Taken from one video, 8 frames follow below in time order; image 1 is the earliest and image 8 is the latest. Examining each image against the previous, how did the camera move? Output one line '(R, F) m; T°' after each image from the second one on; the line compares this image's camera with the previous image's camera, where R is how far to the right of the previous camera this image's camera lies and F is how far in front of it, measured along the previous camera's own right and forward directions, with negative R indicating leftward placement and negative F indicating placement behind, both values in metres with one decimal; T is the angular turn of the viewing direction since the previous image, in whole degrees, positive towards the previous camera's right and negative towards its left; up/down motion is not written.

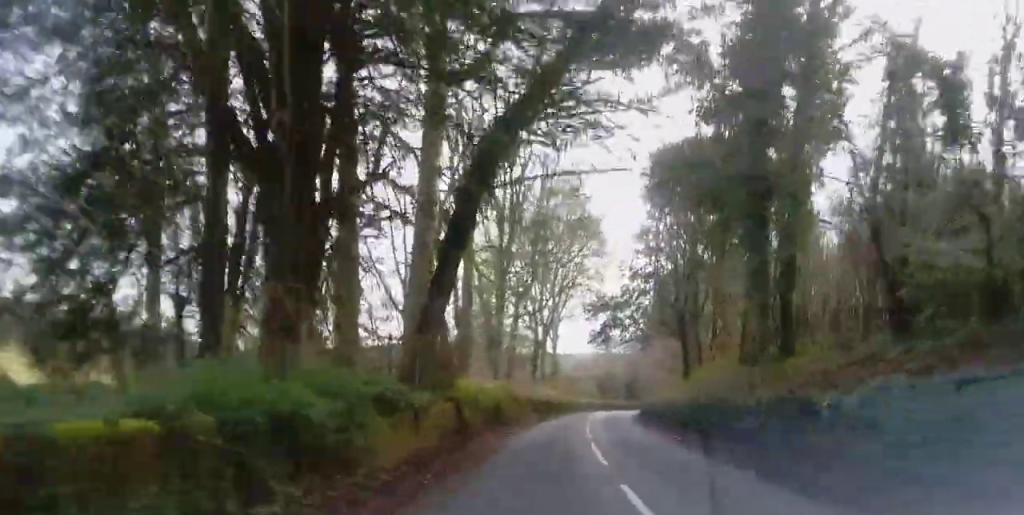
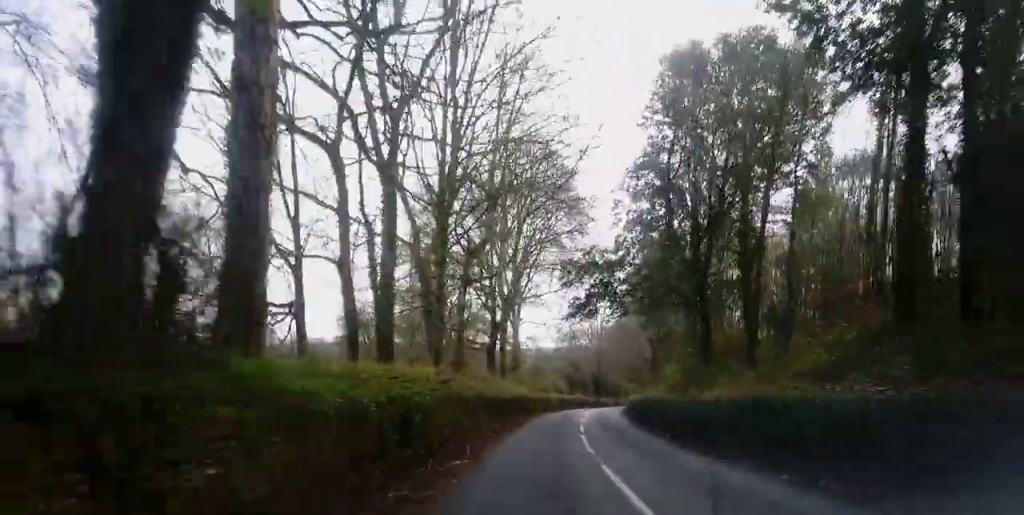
(+0.3, +13.8) m; +3°
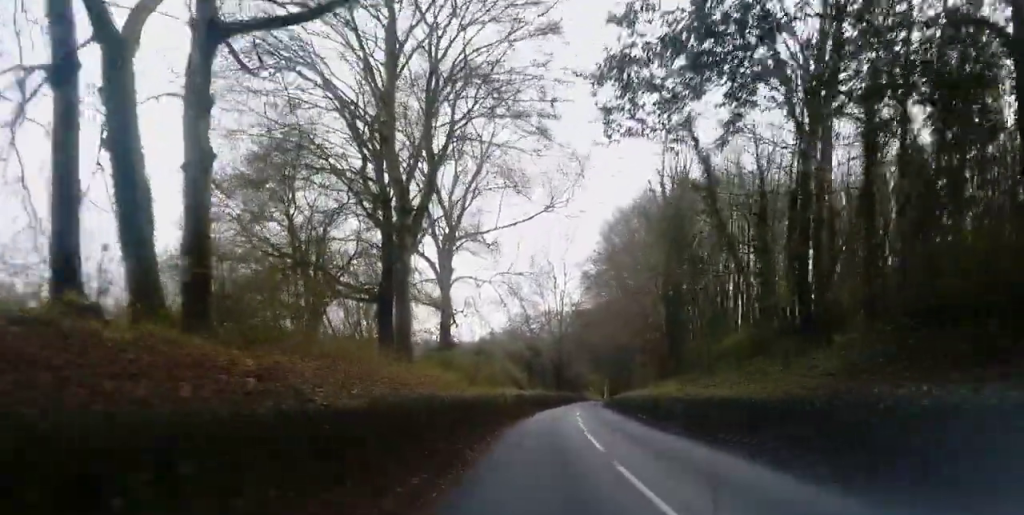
(+1.6, +25.9) m; +7°
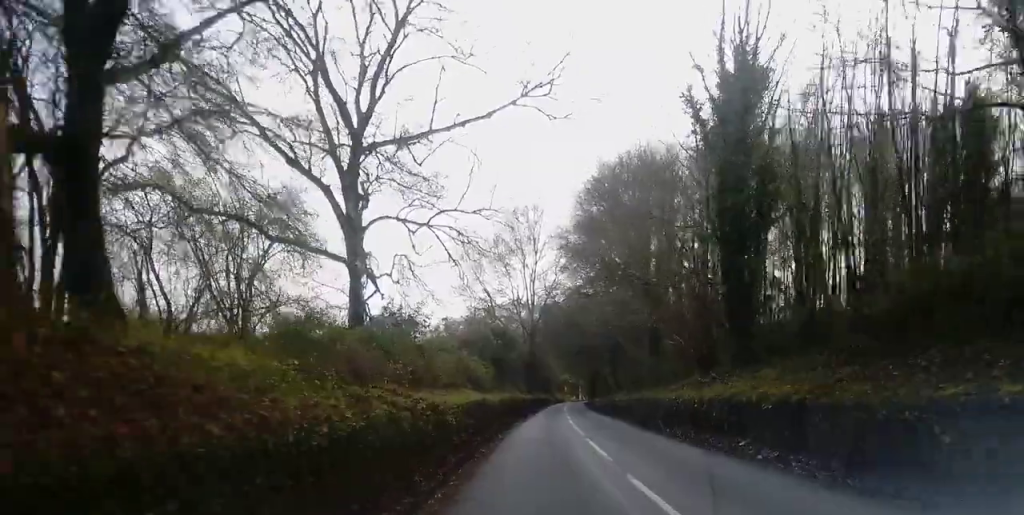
(+0.5, +18.1) m; +2°
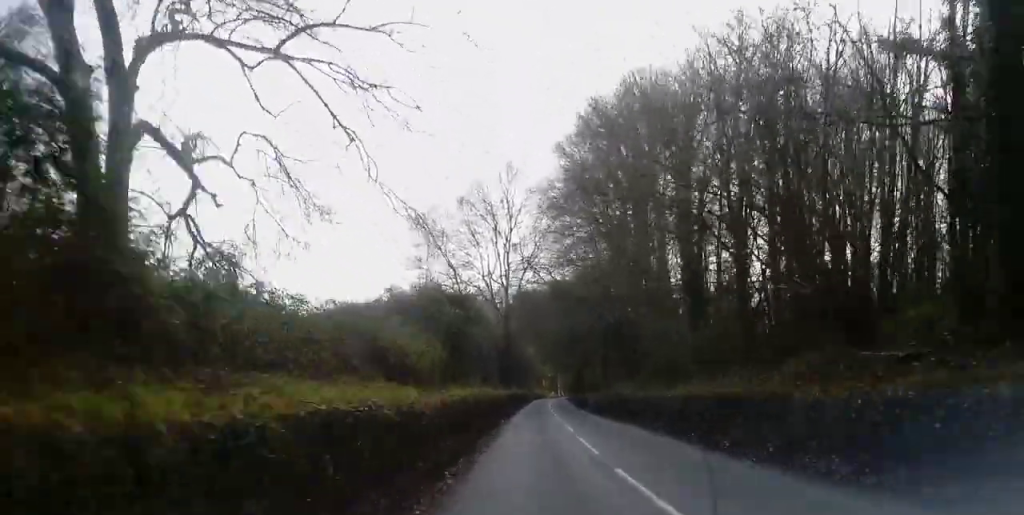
(+0.1, +16.8) m; +1°
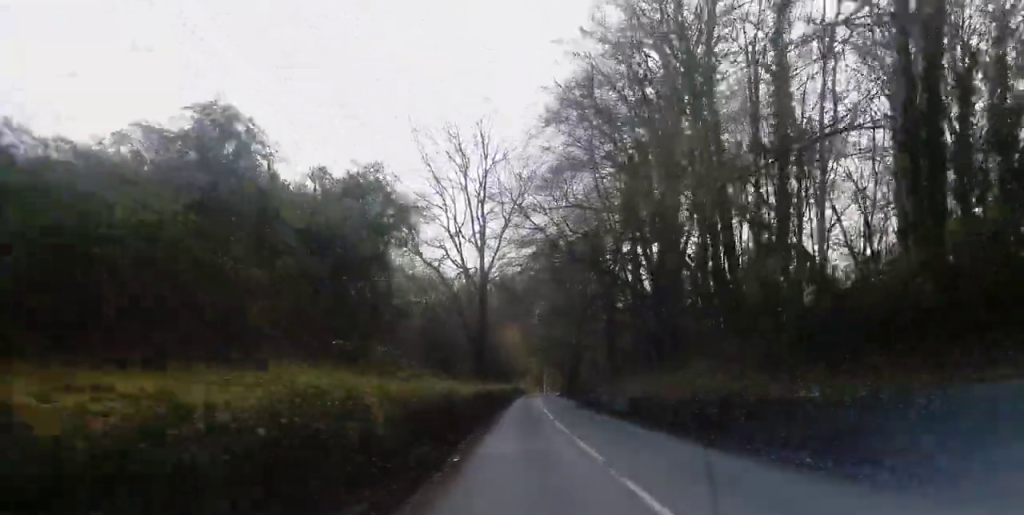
(+0.2, +19.0) m; +1°
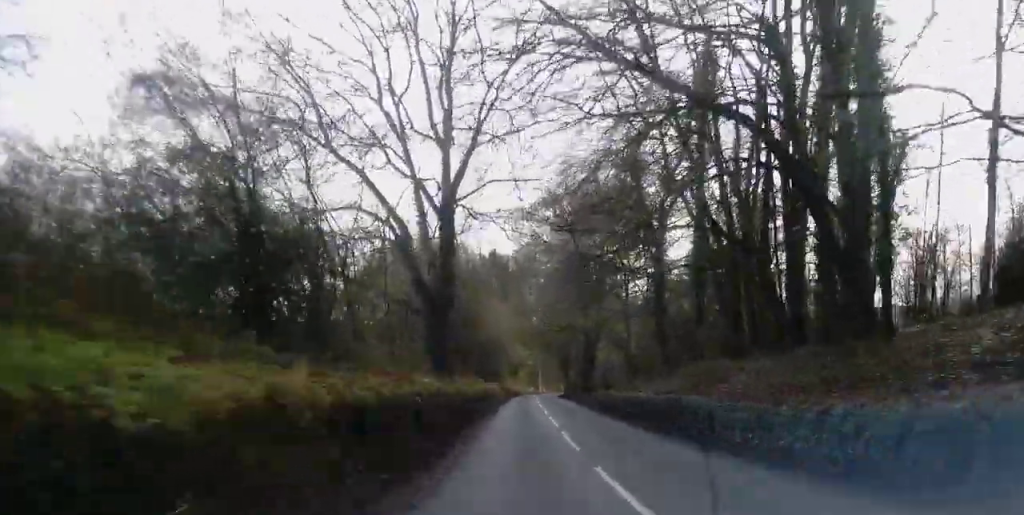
(0.0, +24.4) m; 0°
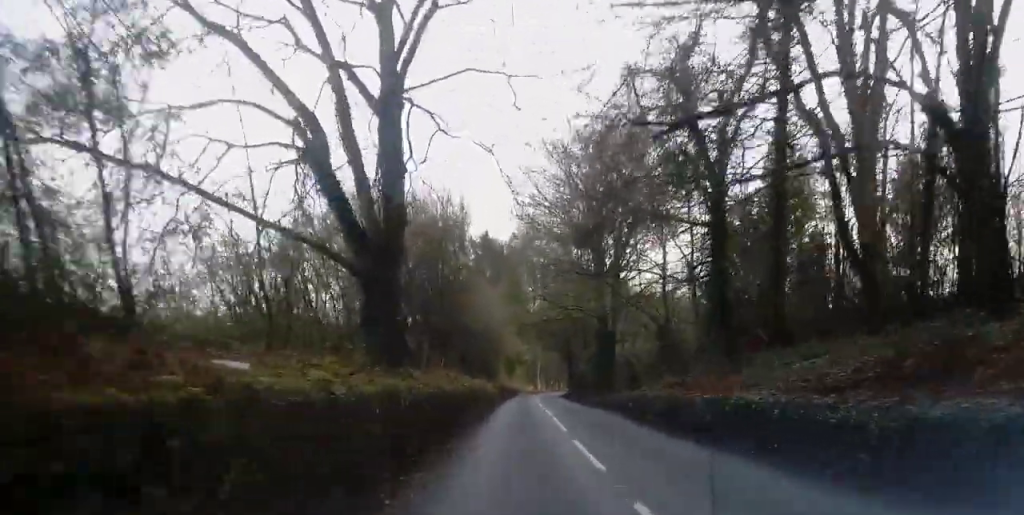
(0.0, +12.4) m; +1°
